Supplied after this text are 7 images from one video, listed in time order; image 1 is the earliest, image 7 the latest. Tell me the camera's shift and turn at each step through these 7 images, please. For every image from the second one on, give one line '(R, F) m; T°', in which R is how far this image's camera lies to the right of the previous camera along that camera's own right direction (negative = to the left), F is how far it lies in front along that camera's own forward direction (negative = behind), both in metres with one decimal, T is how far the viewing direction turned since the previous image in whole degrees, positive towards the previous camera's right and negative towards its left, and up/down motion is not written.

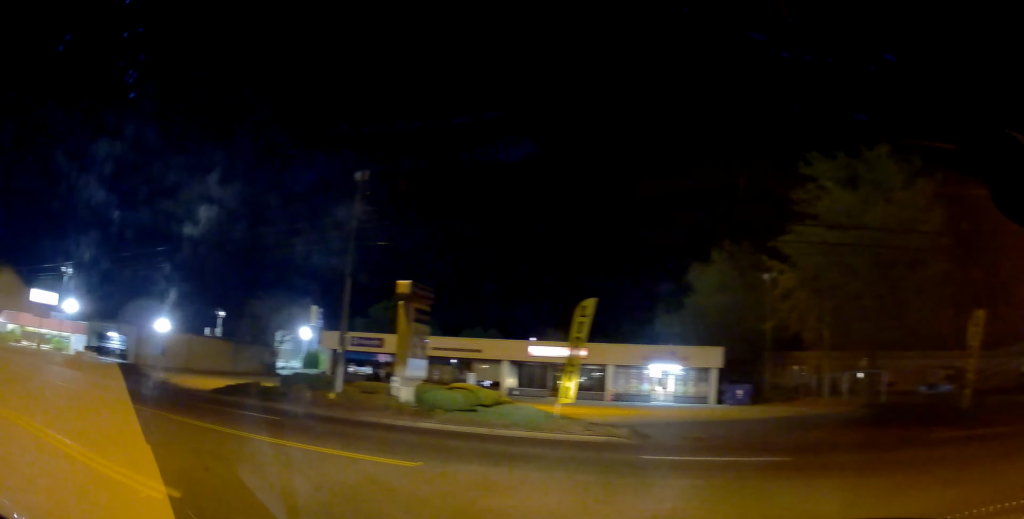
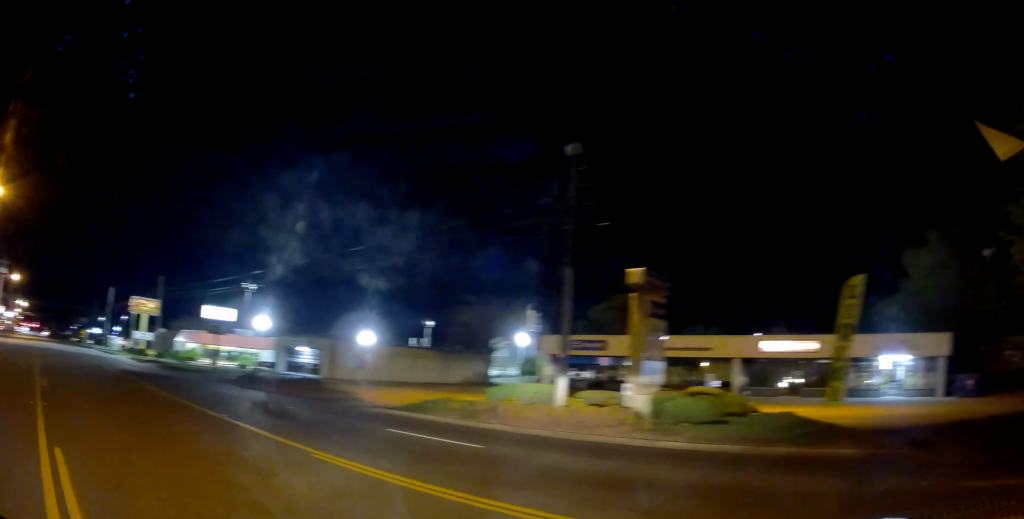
(-0.5, +2.7) m; -15°
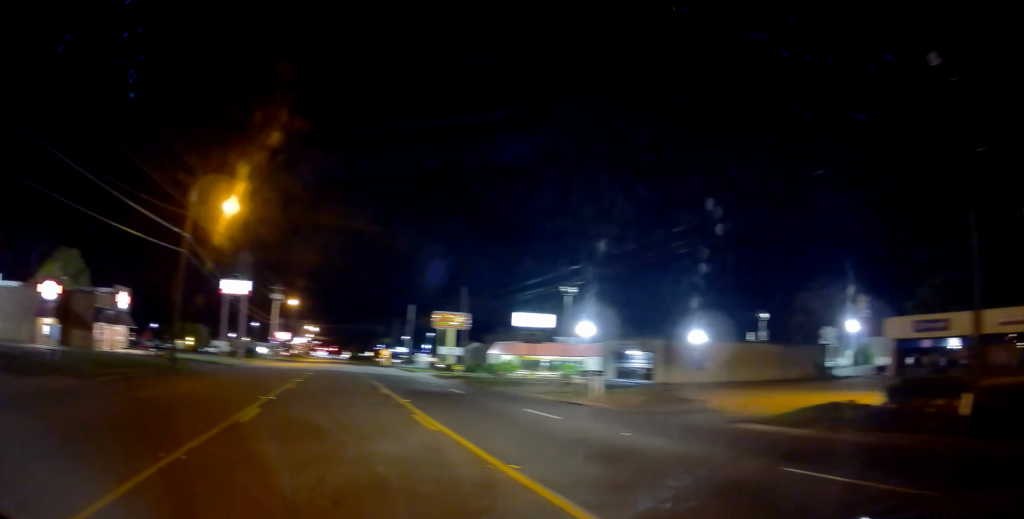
(-0.8, +5.1) m; -21°
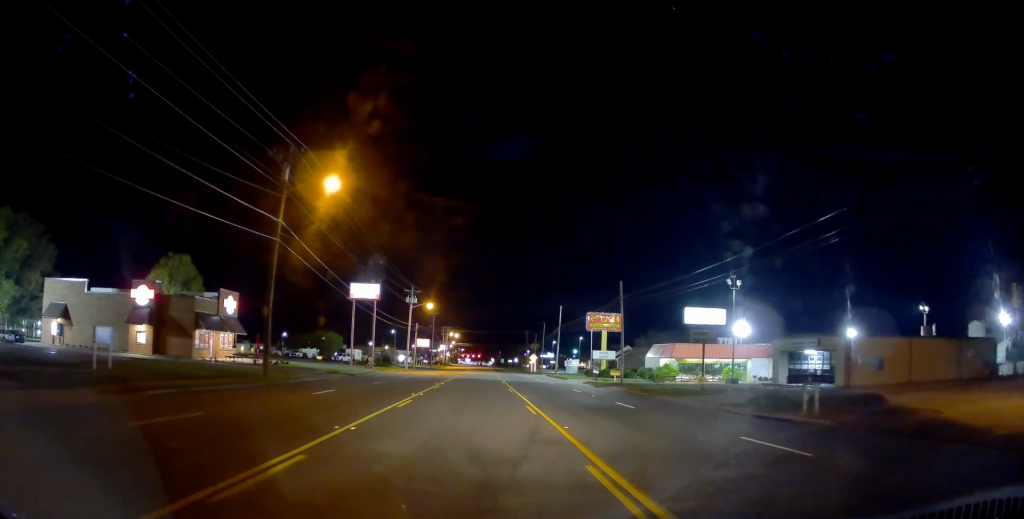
(-0.7, +5.8) m; -16°
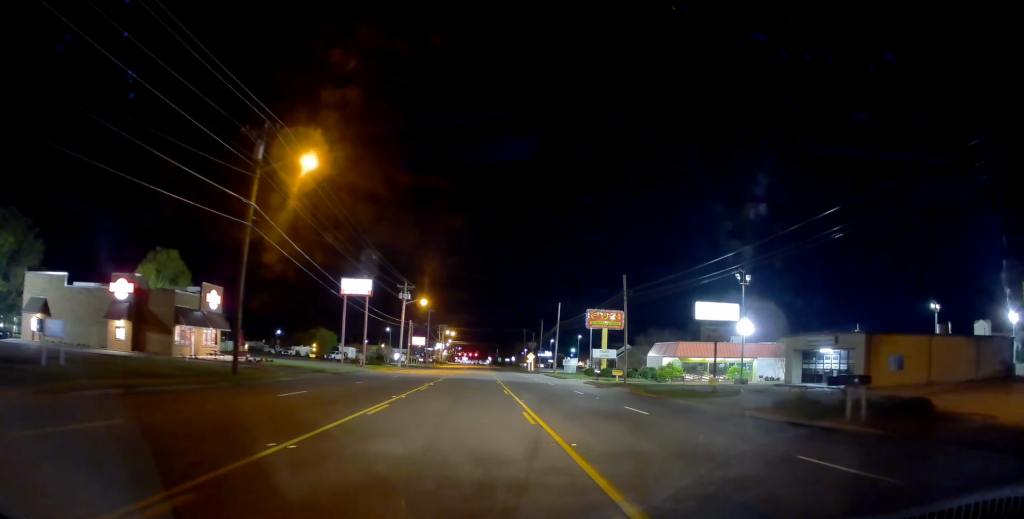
(-0.3, +2.5) m; -4°
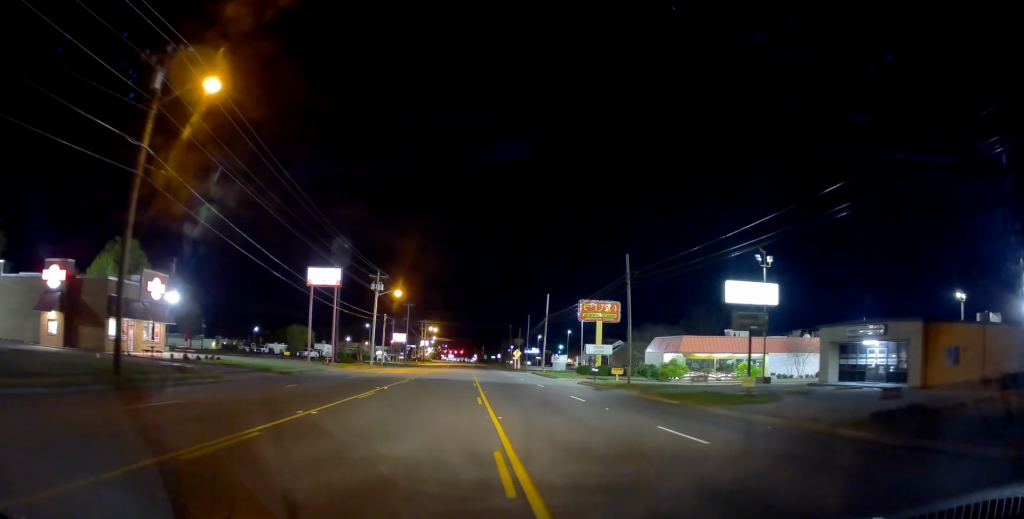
(-0.5, +6.5) m; -8°
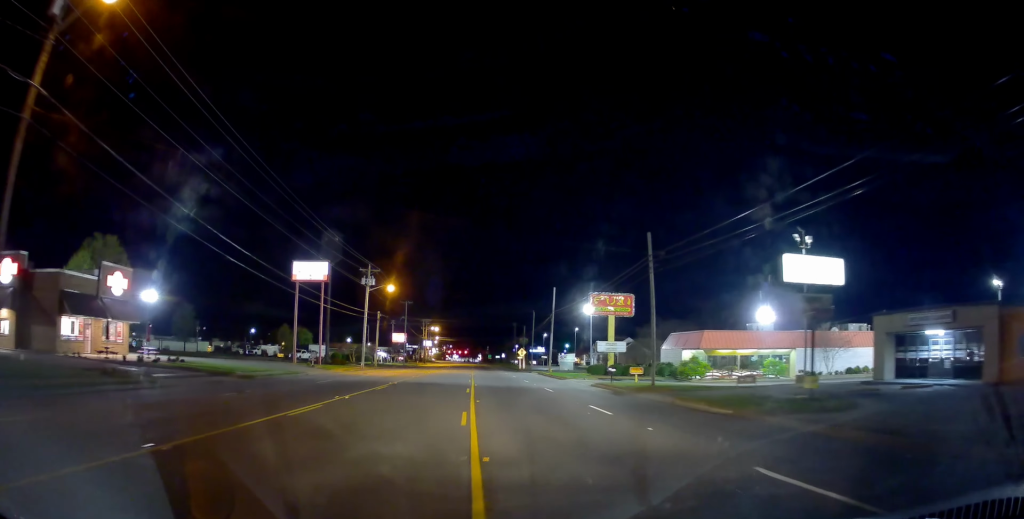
(-0.2, +5.5) m; -5°
